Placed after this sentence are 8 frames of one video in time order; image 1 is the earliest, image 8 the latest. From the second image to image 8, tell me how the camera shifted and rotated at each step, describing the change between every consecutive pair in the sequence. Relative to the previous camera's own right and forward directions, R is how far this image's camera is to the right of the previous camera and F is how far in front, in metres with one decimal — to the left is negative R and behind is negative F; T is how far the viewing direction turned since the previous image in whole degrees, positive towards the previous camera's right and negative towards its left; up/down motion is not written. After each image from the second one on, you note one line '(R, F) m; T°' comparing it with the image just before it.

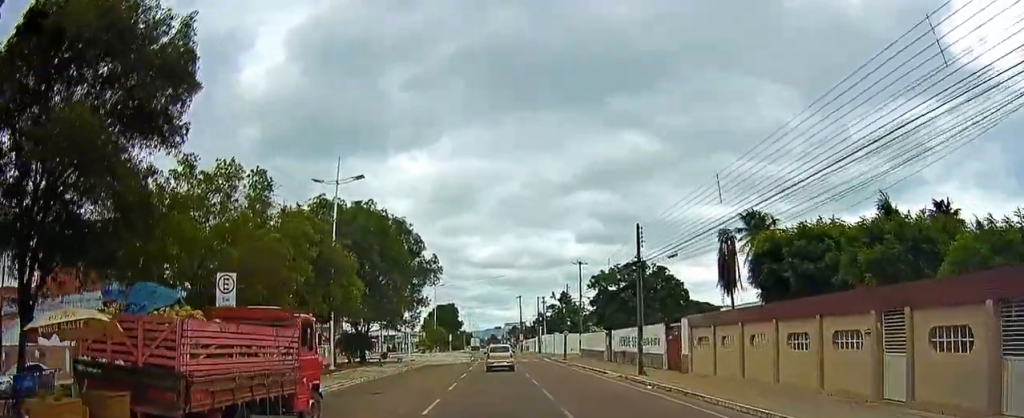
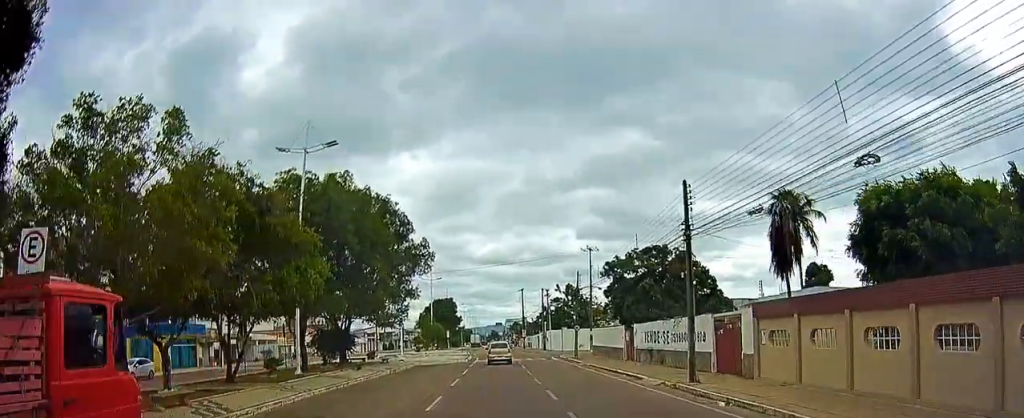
(0.0, +5.5) m; 0°
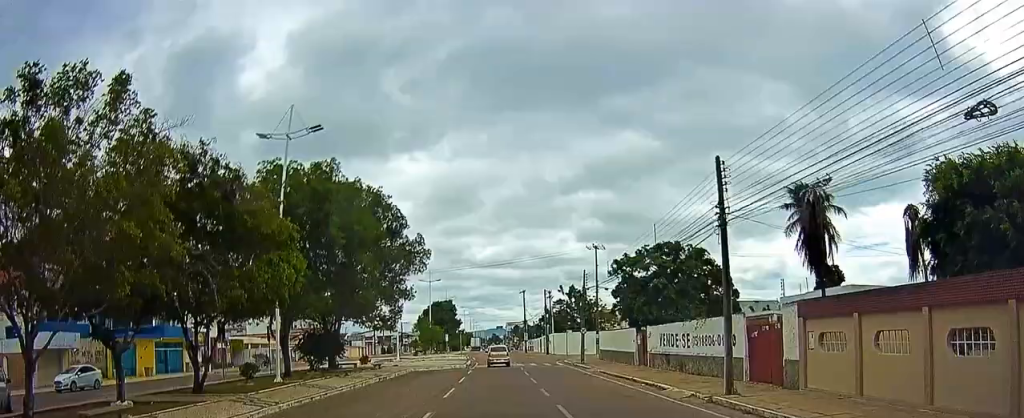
(+0.2, +2.4) m; 0°
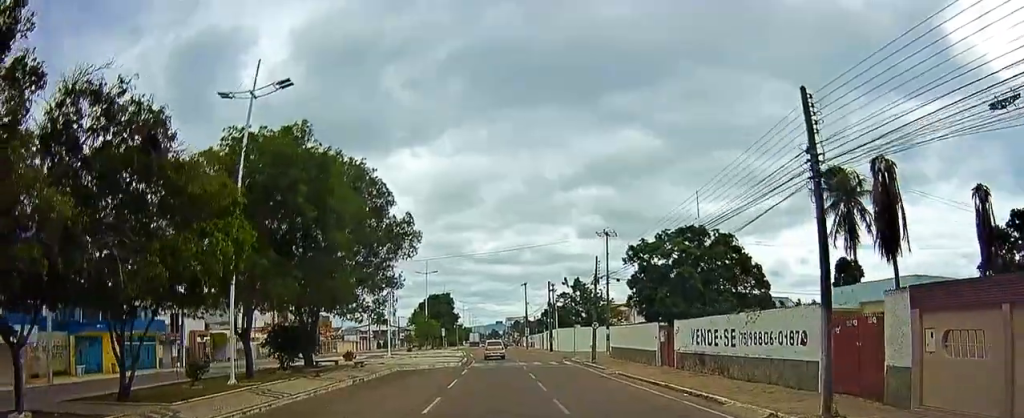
(-0.2, +4.0) m; 0°
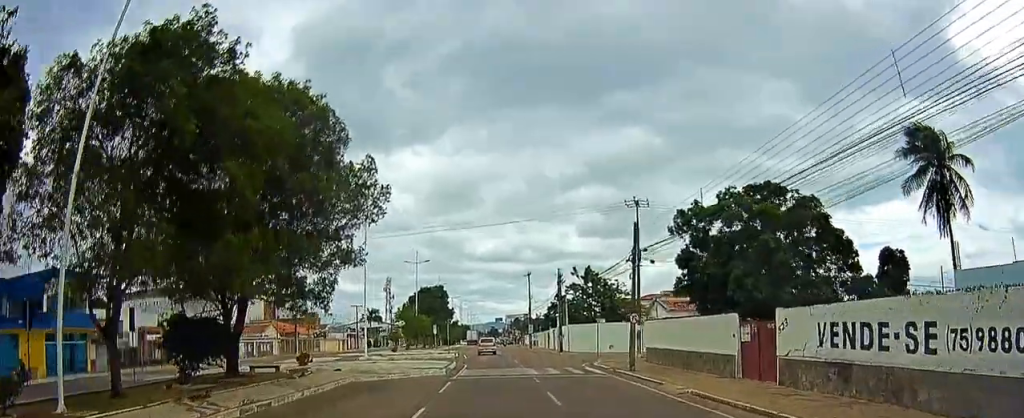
(+0.3, +8.1) m; +4°
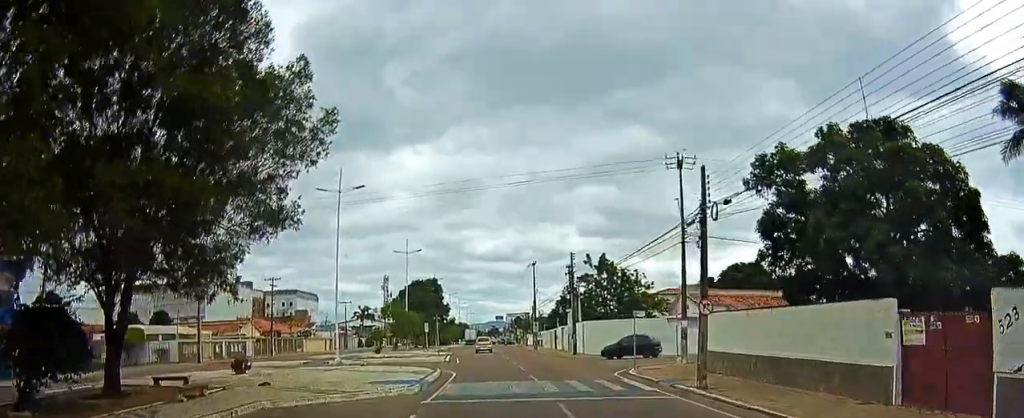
(-0.1, +7.0) m; -3°
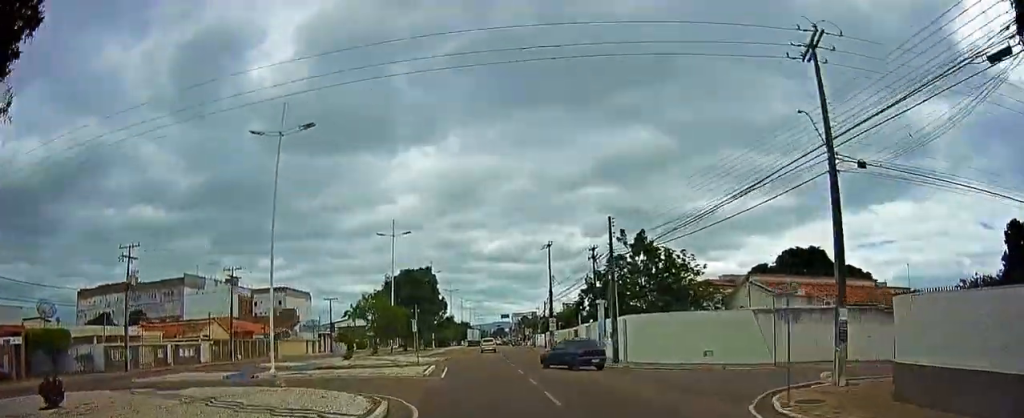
(-0.4, +11.4) m; 0°
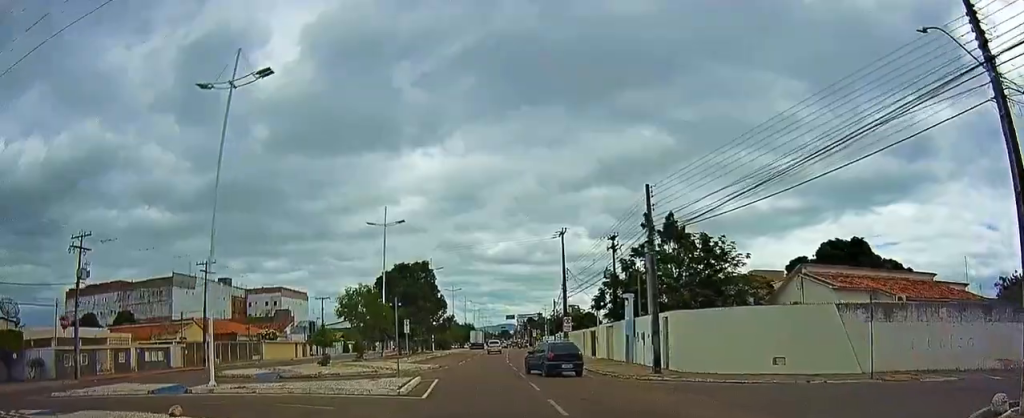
(+0.1, +6.4) m; +2°
